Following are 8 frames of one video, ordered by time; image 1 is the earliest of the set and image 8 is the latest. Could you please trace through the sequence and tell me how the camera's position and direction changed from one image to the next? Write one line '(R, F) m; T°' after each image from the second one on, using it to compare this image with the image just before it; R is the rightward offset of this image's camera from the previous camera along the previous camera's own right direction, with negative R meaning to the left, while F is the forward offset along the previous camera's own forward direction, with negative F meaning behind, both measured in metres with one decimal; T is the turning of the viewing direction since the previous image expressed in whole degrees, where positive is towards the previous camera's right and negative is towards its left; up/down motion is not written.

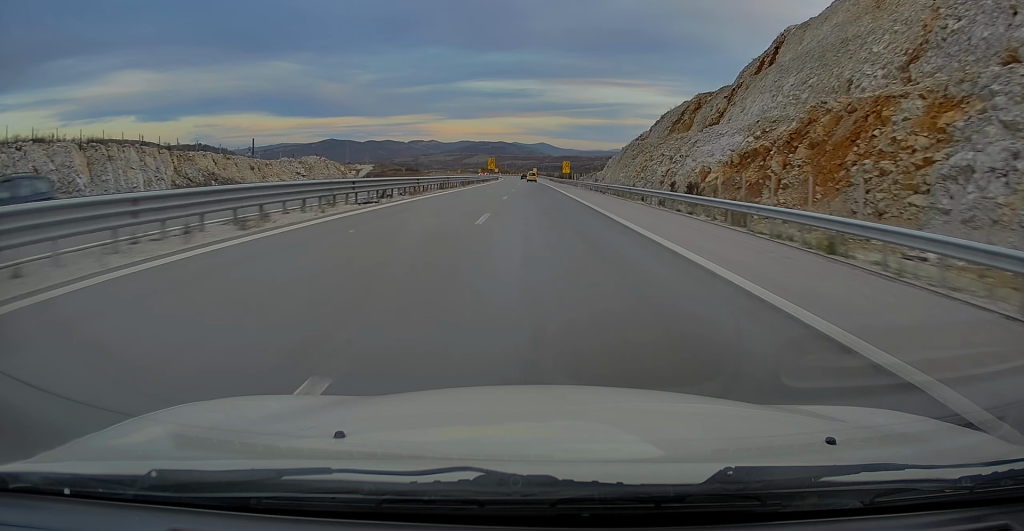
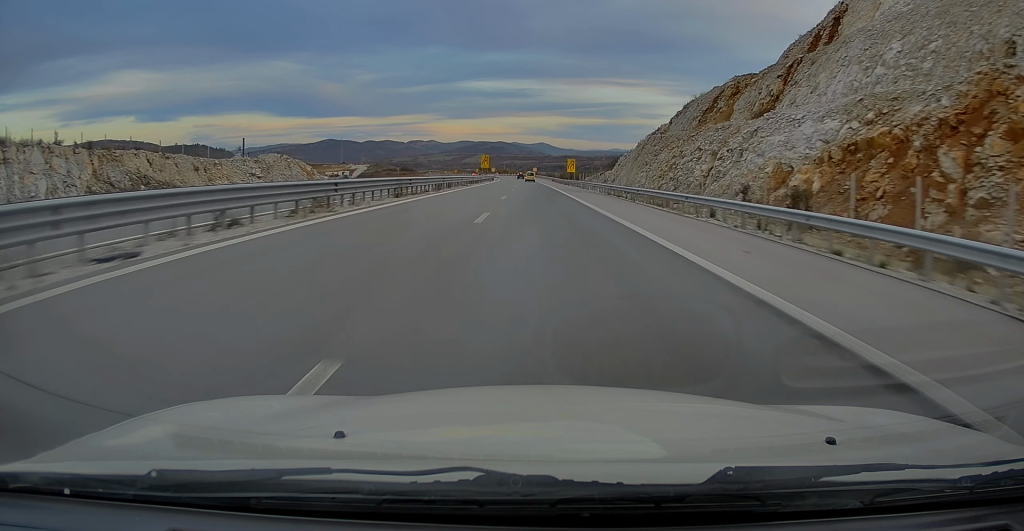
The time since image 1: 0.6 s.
(0.0, +15.5) m; 0°
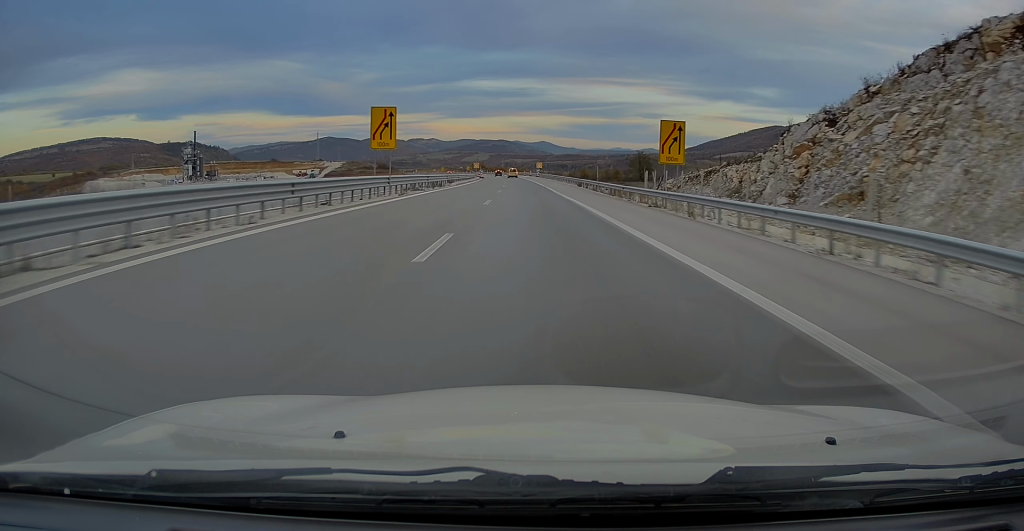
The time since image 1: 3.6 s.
(+0.3, +70.4) m; -1°
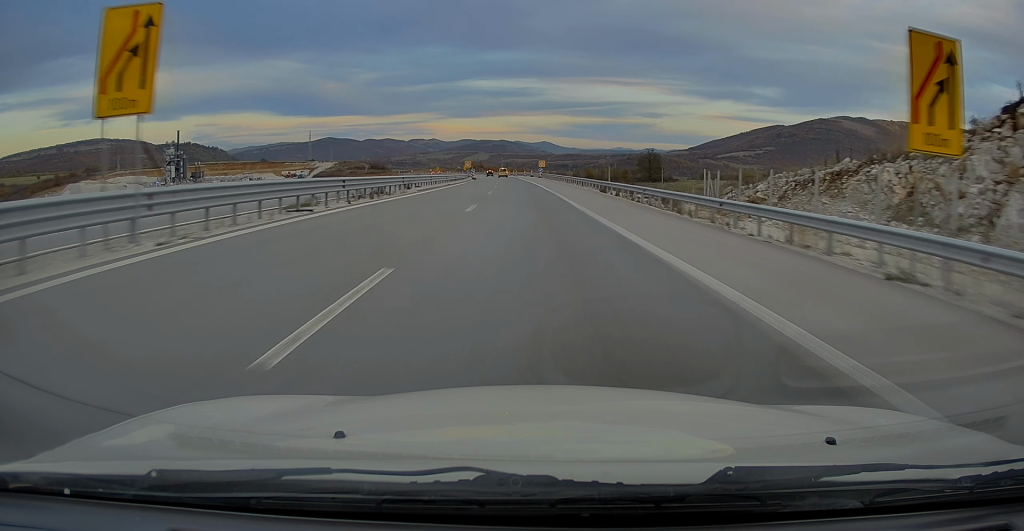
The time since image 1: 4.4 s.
(-0.4, +20.3) m; 0°
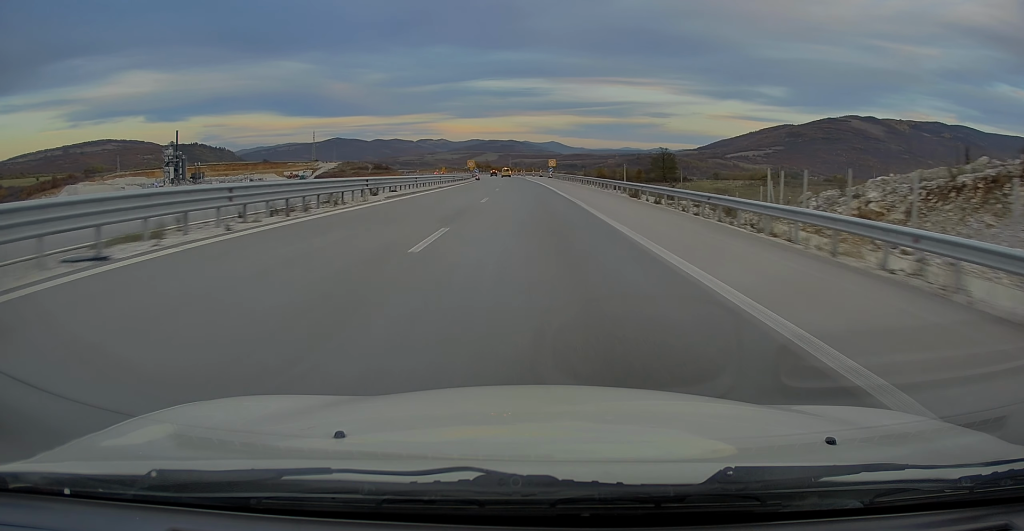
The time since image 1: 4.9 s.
(+0.1, +10.1) m; 0°
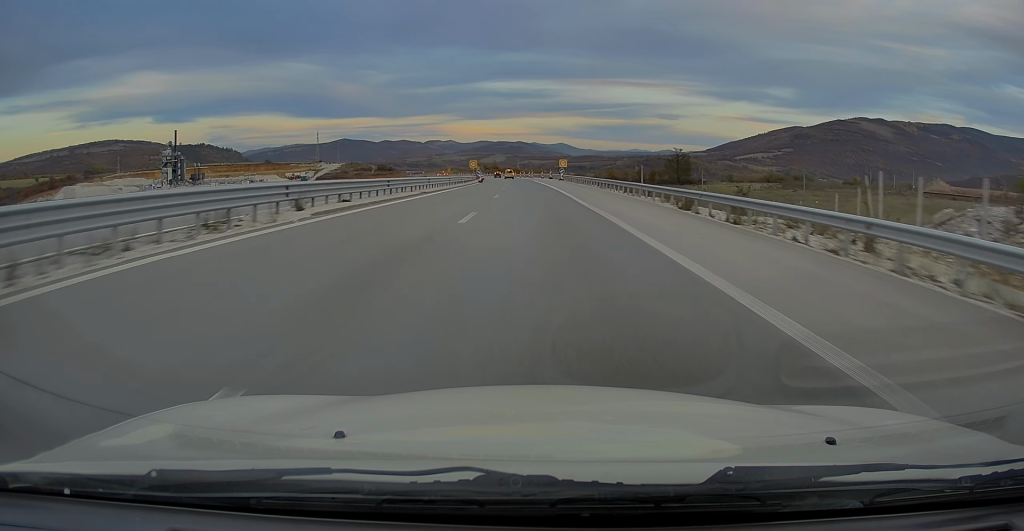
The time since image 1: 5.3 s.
(+0.2, +10.1) m; 0°
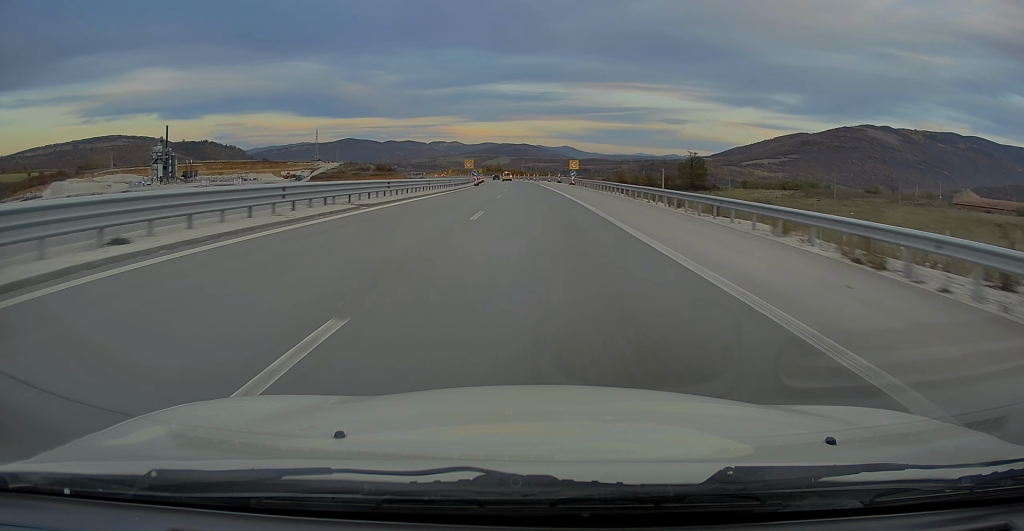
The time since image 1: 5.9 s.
(0.0, +14.0) m; -1°
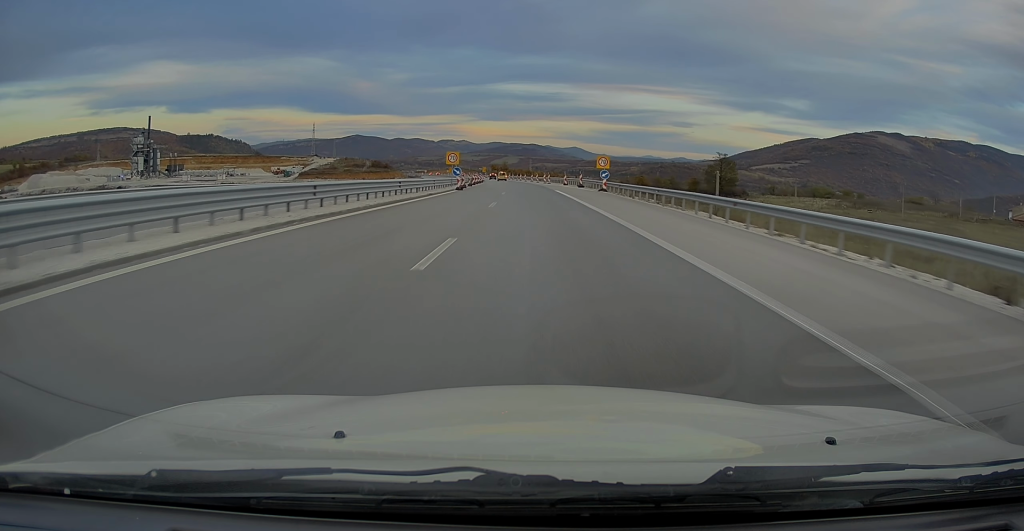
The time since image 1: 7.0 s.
(-0.5, +24.8) m; -2°
